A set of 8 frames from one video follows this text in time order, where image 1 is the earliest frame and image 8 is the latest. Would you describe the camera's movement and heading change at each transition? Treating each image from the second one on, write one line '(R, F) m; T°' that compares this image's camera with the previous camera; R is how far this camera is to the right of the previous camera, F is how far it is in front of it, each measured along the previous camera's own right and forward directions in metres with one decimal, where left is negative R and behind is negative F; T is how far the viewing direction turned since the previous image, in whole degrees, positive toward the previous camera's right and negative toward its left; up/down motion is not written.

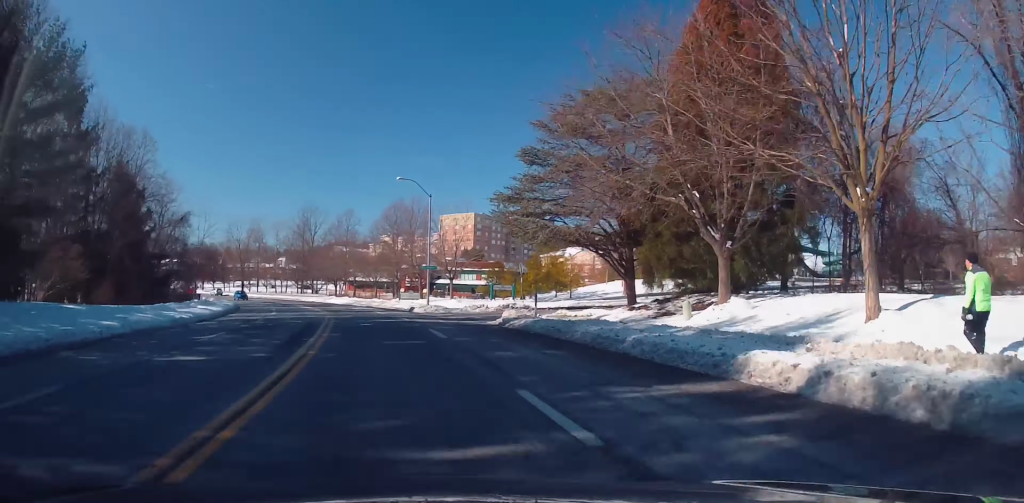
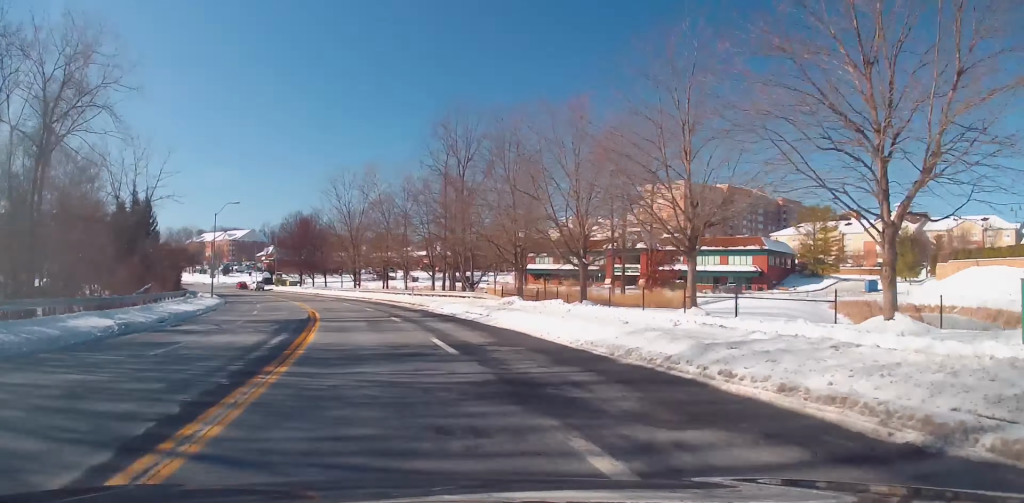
(-5.8, +58.3) m; -14°
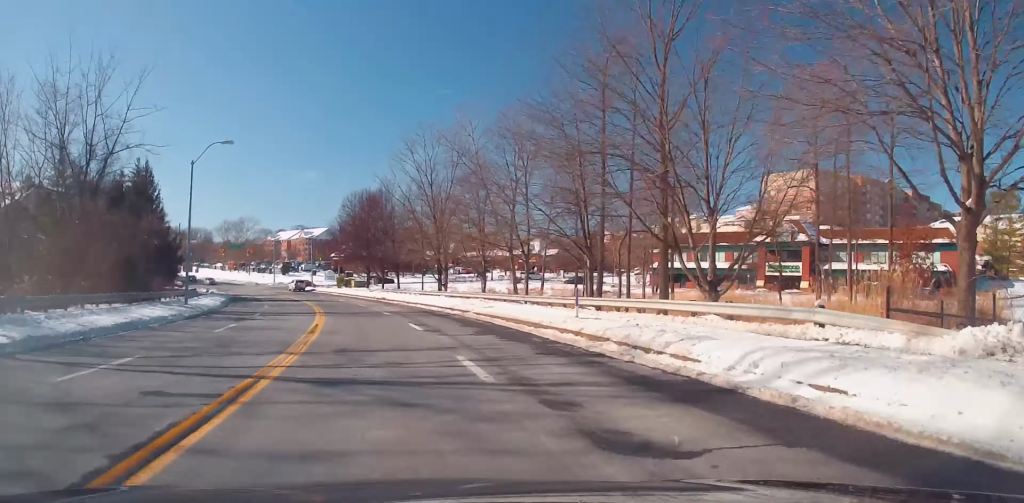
(-2.2, +26.8) m; -9°
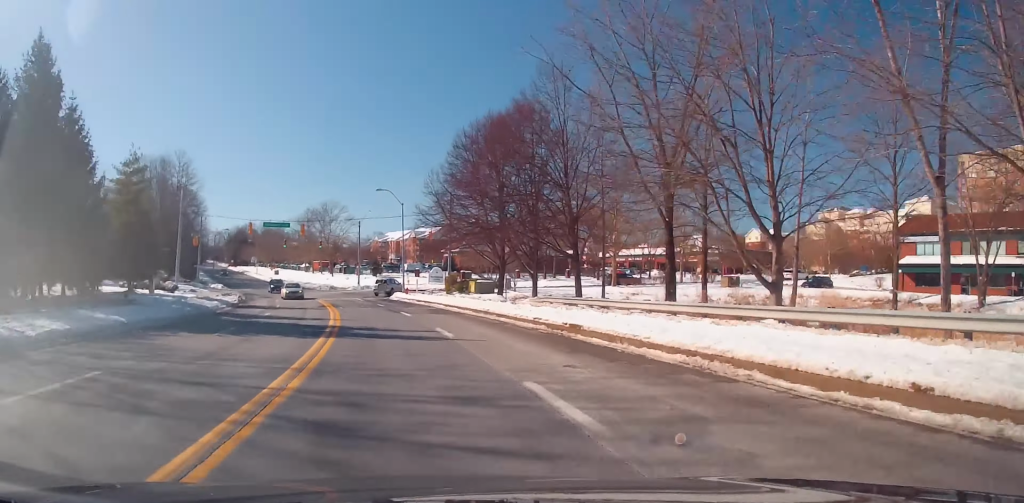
(-4.8, +38.2) m; -13°
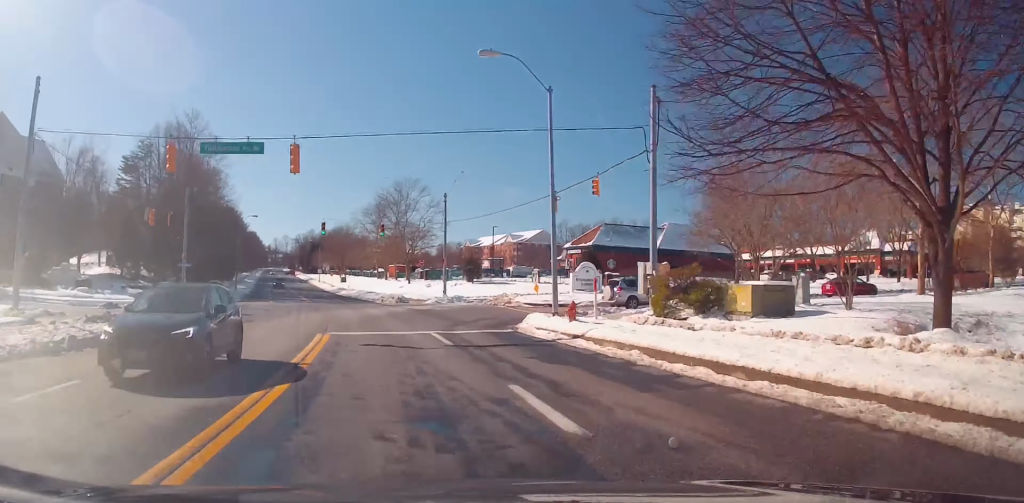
(-3.1, +34.6) m; -9°
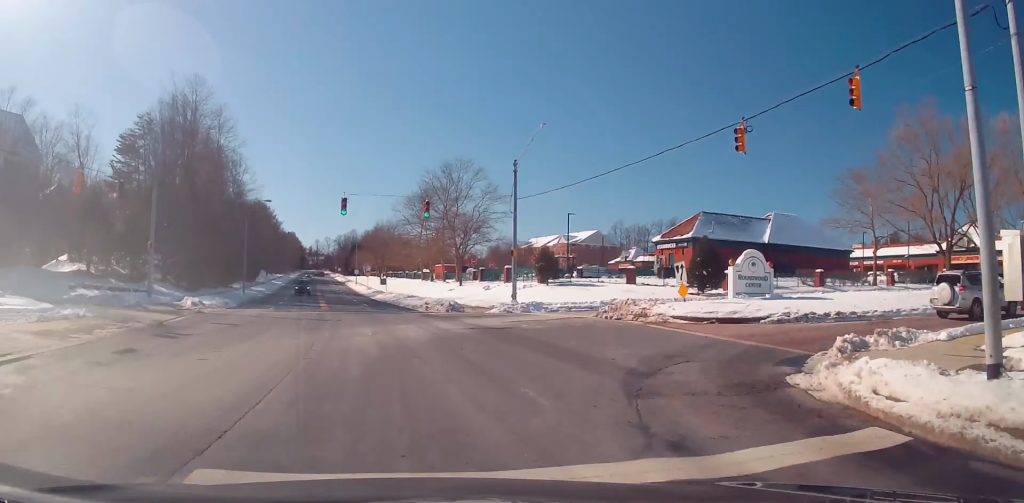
(-0.7, +15.9) m; -3°
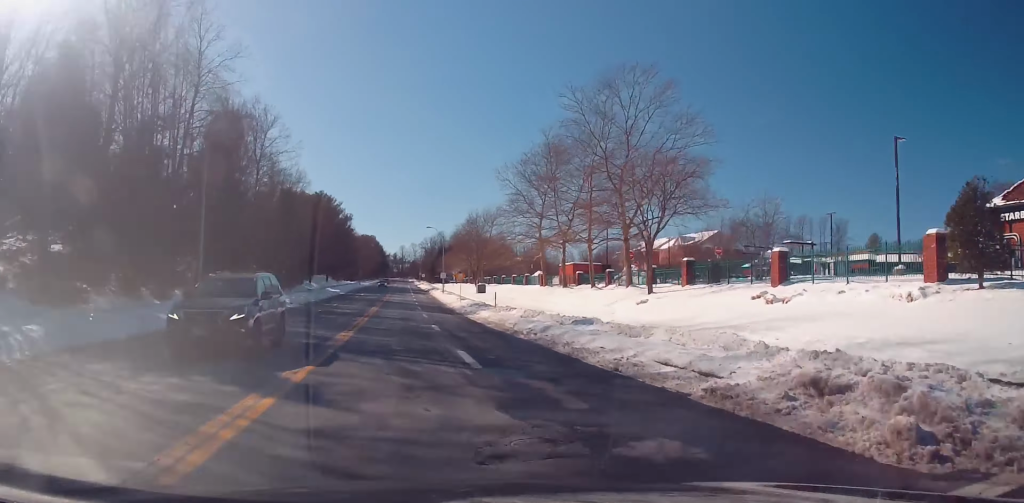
(-1.8, +34.1) m; -5°
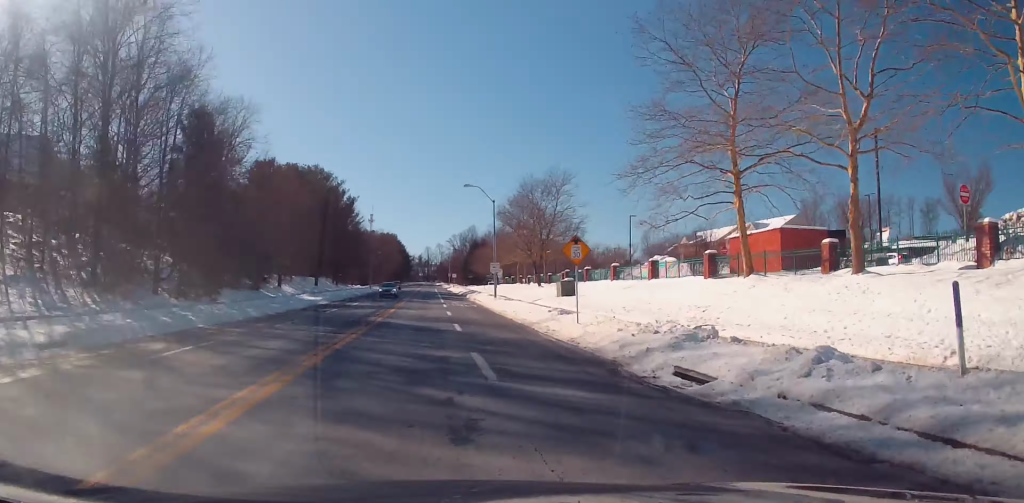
(-1.3, +36.6) m; -3°
